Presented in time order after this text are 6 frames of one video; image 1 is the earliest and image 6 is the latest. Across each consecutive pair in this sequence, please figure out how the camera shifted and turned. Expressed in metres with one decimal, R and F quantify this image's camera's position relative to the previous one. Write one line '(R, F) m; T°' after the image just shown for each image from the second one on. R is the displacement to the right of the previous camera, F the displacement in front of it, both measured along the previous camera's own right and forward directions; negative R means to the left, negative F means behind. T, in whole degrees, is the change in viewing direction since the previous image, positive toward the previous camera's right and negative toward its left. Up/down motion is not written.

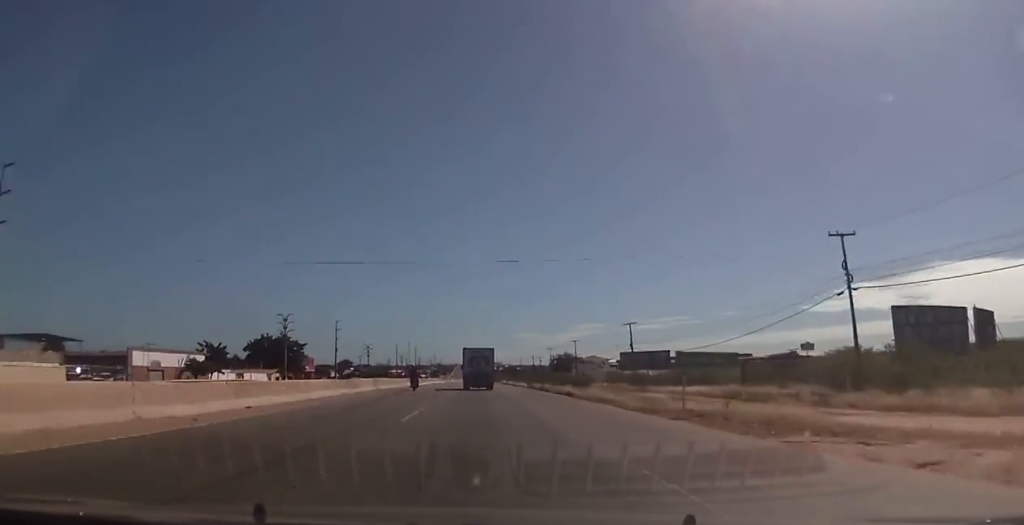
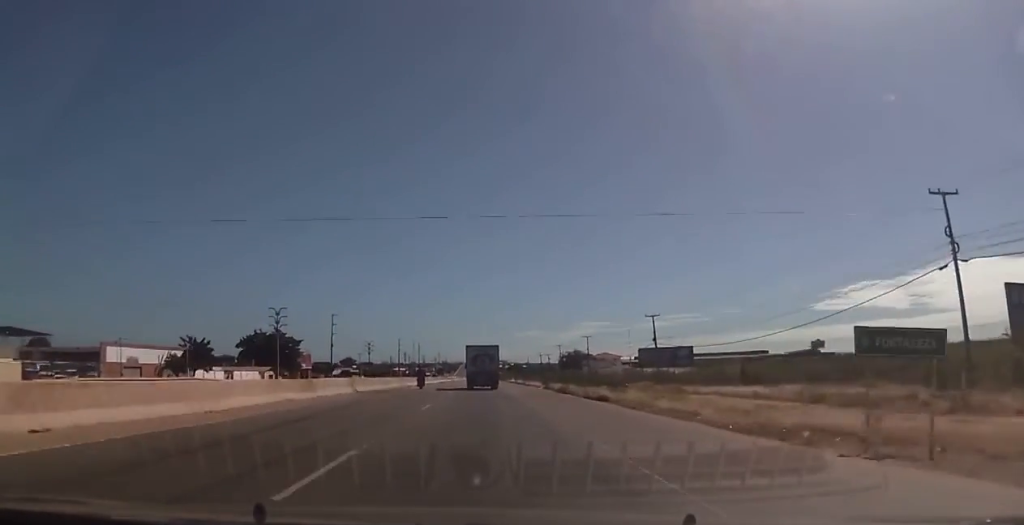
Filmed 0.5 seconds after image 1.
(-0.2, +9.8) m; -1°
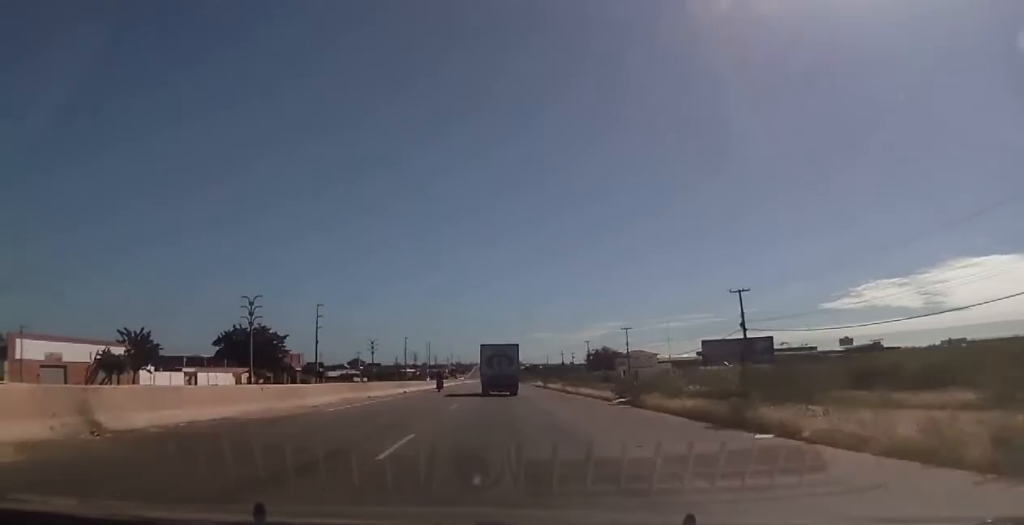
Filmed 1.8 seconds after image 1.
(-0.3, +24.9) m; -1°
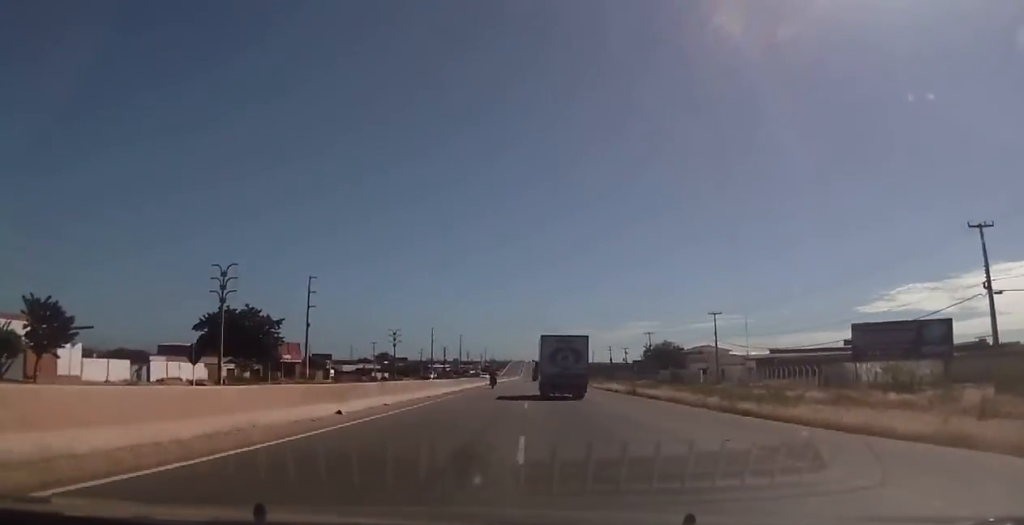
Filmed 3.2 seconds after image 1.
(-0.5, +26.3) m; -2°
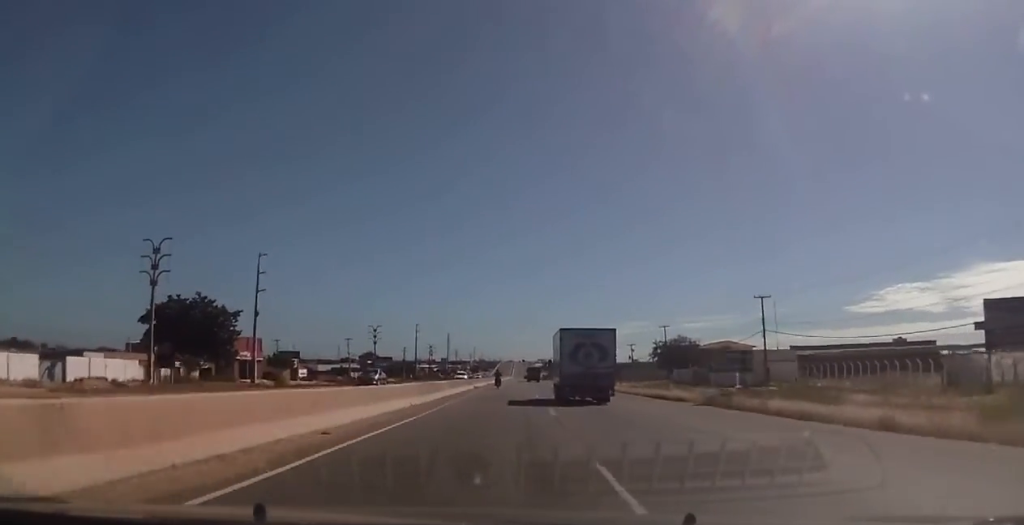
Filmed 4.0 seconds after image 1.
(-0.2, +16.3) m; 0°
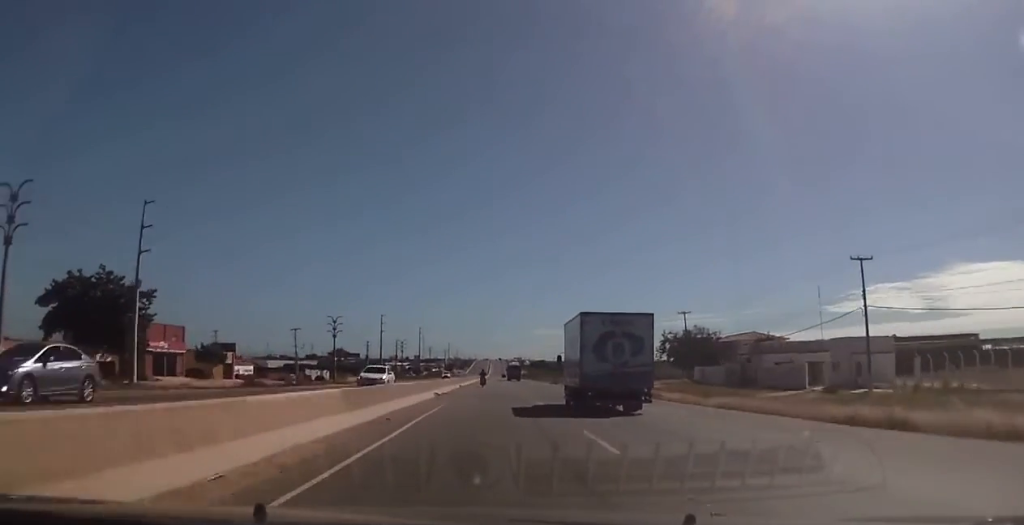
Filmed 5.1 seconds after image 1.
(+0.1, +24.8) m; +1°
